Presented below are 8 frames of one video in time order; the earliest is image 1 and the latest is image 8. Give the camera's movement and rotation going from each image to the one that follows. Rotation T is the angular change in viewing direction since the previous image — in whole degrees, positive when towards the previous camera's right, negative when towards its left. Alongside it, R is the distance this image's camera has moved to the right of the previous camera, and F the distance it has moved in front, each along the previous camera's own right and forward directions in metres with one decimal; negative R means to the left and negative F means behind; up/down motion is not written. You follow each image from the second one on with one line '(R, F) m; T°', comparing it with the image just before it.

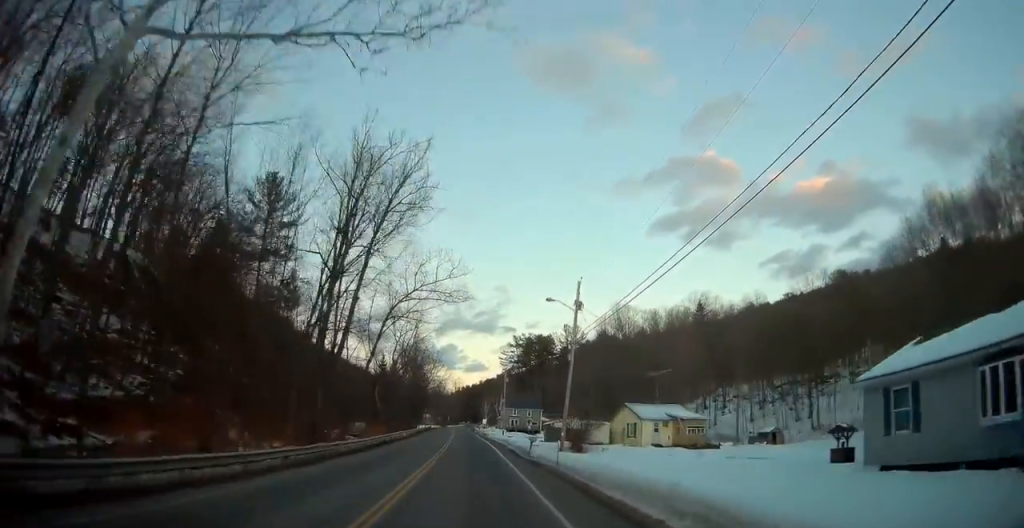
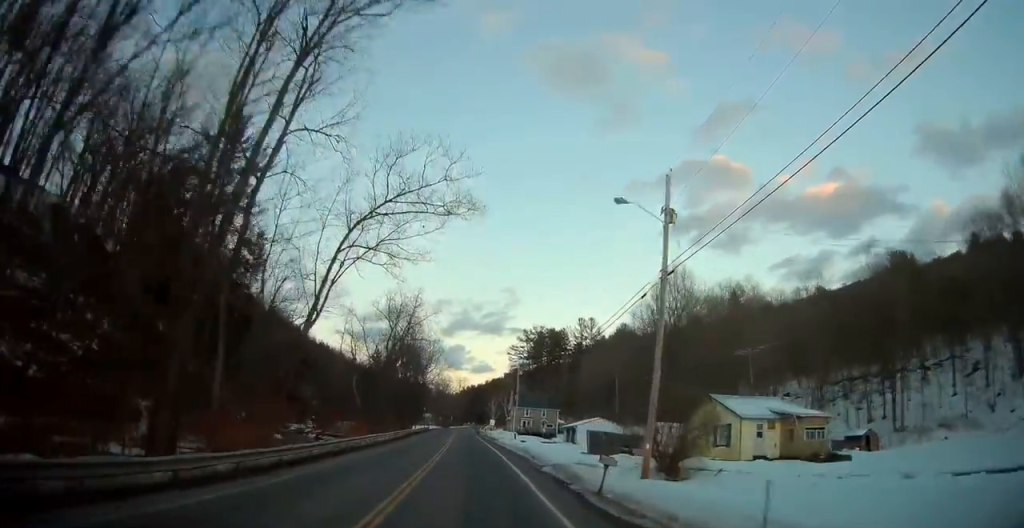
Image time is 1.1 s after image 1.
(0.0, +19.5) m; 0°
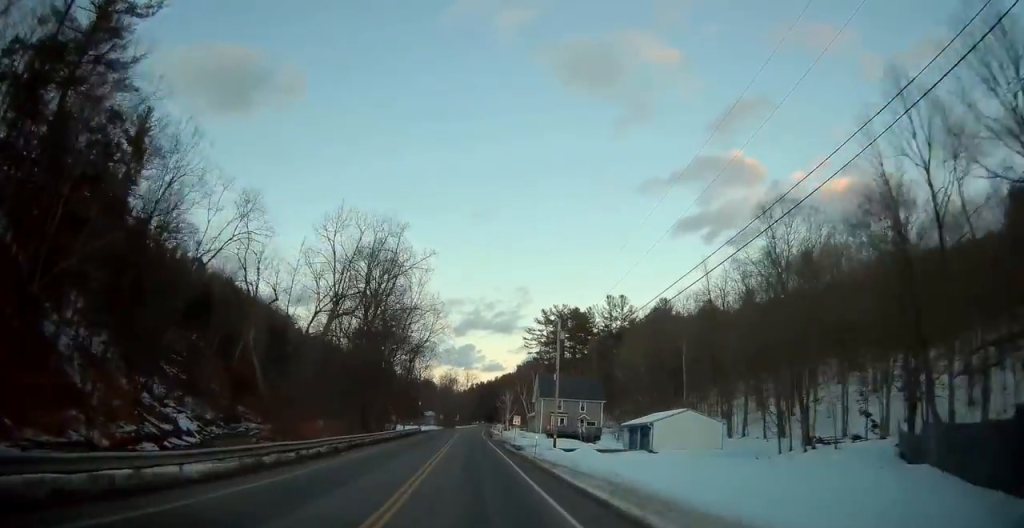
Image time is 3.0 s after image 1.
(-0.4, +33.7) m; -1°
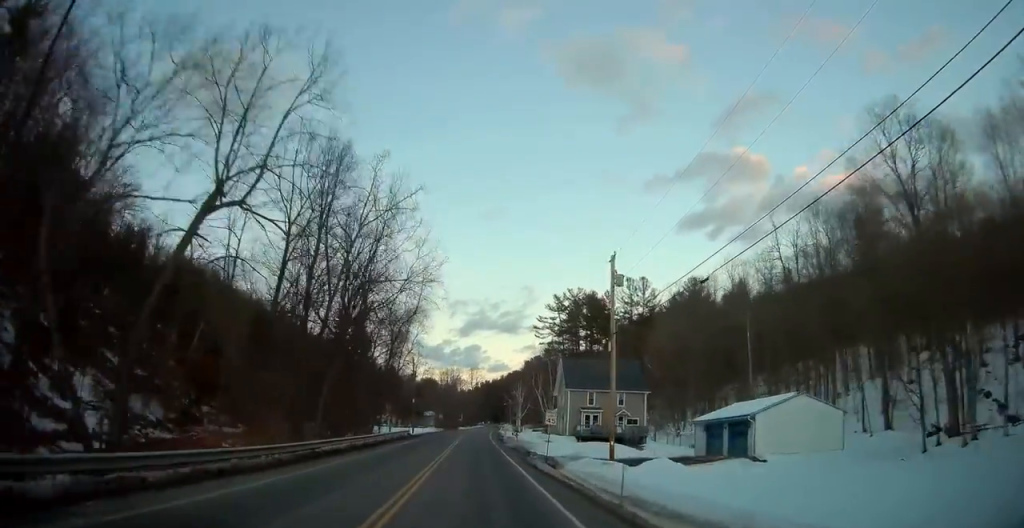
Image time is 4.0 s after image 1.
(0.0, +19.8) m; 0°
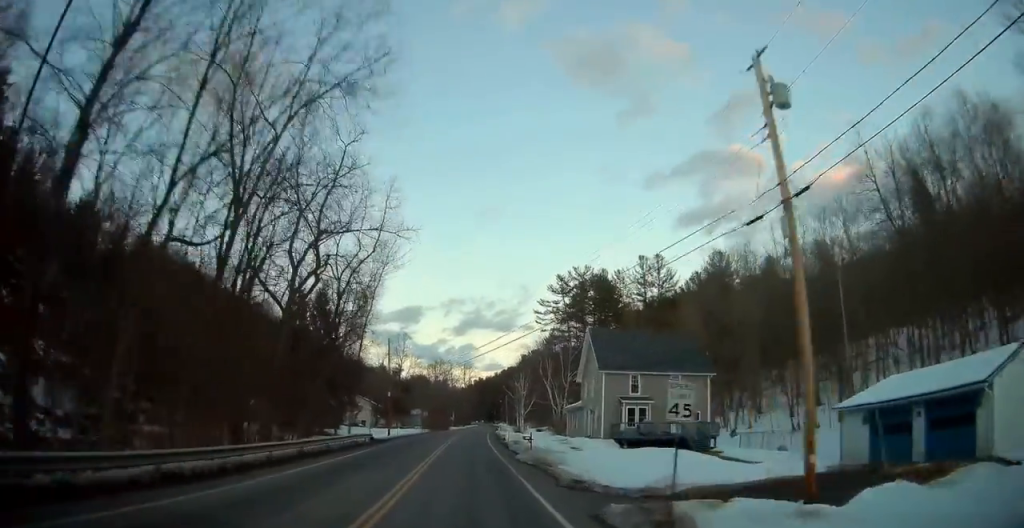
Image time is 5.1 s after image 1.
(+0.1, +19.9) m; 0°
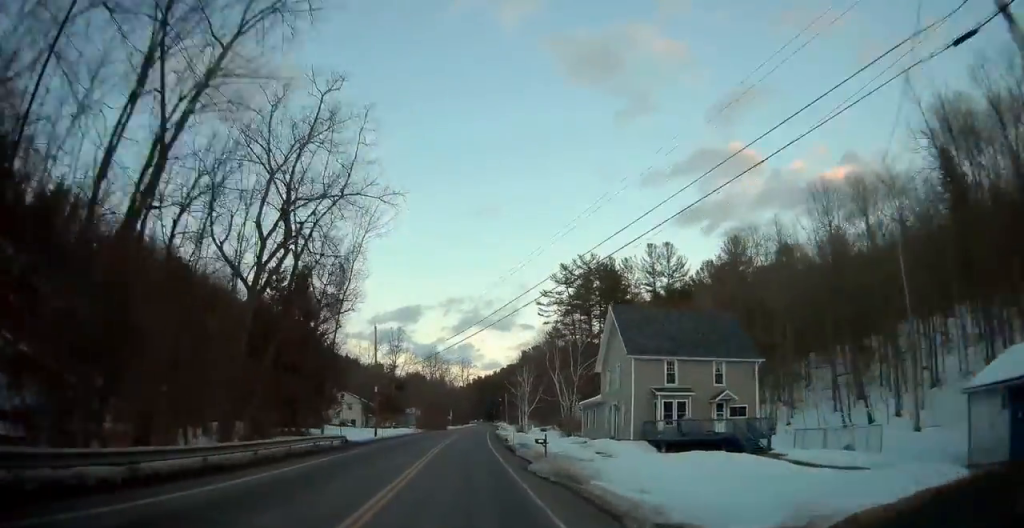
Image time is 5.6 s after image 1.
(+0.1, +8.7) m; 0°
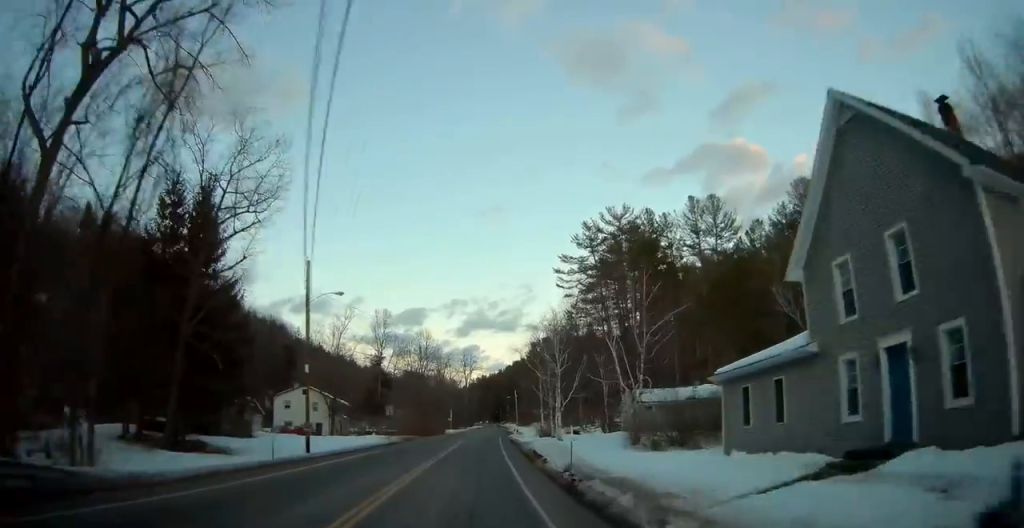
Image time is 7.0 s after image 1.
(-0.1, +27.4) m; 0°
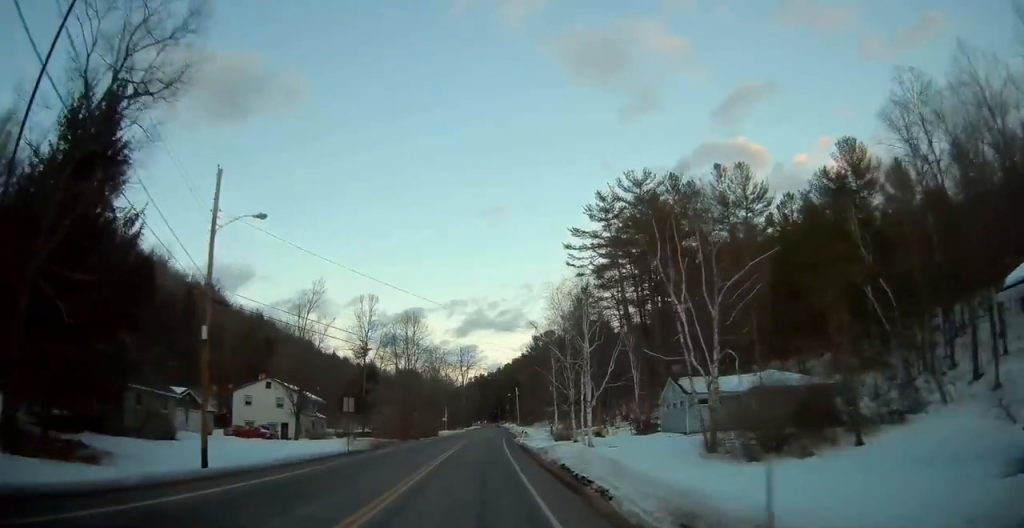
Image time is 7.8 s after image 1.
(+0.1, +14.3) m; 0°
